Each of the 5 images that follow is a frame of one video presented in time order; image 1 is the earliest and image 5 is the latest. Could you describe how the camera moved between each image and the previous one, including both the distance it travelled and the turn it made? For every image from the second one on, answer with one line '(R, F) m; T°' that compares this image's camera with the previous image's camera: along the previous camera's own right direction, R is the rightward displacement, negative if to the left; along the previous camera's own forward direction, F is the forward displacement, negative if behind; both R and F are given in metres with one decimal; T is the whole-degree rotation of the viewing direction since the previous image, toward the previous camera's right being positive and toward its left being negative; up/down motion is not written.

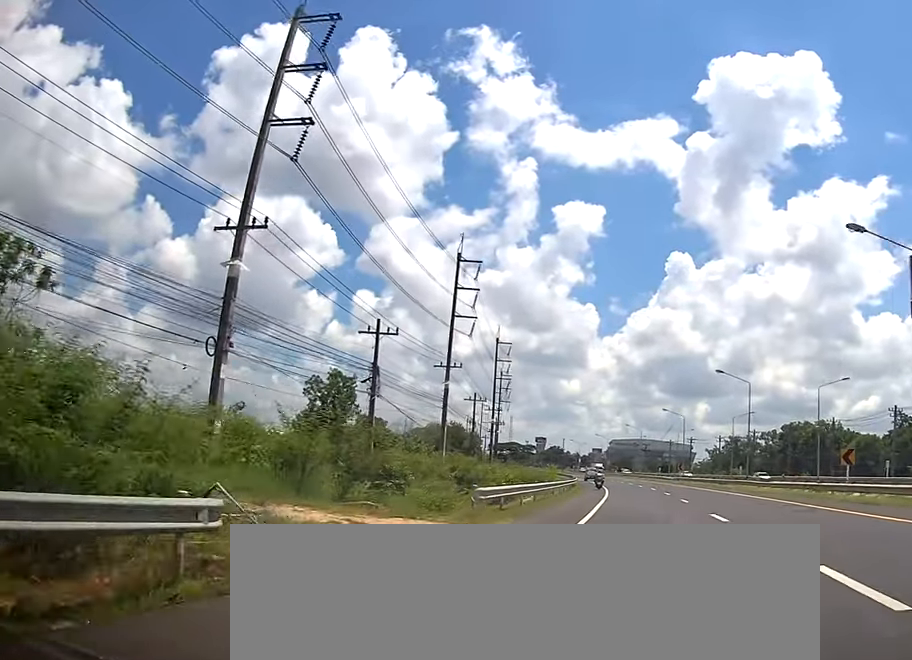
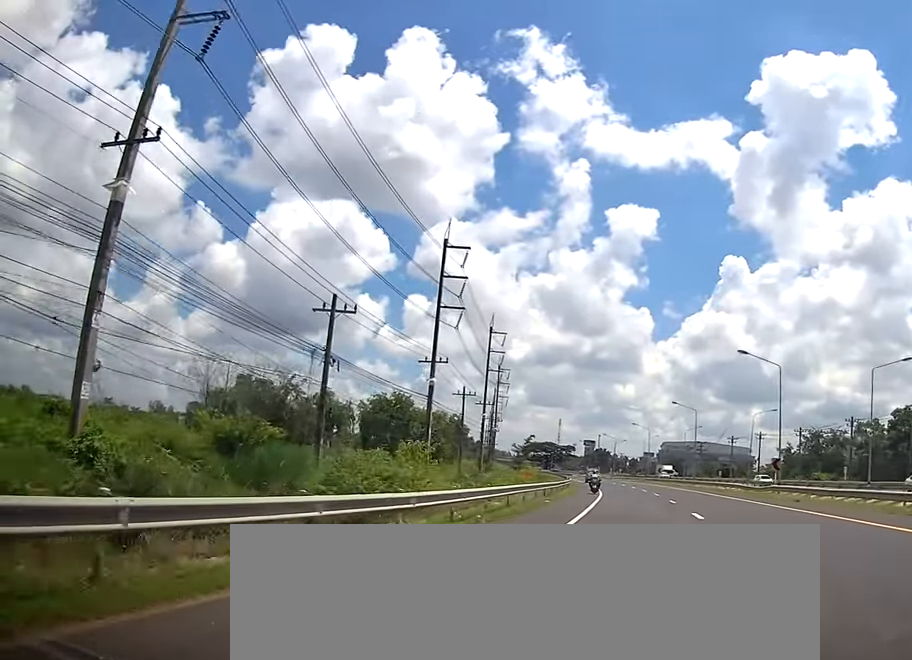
(-1.1, +45.2) m; -1°
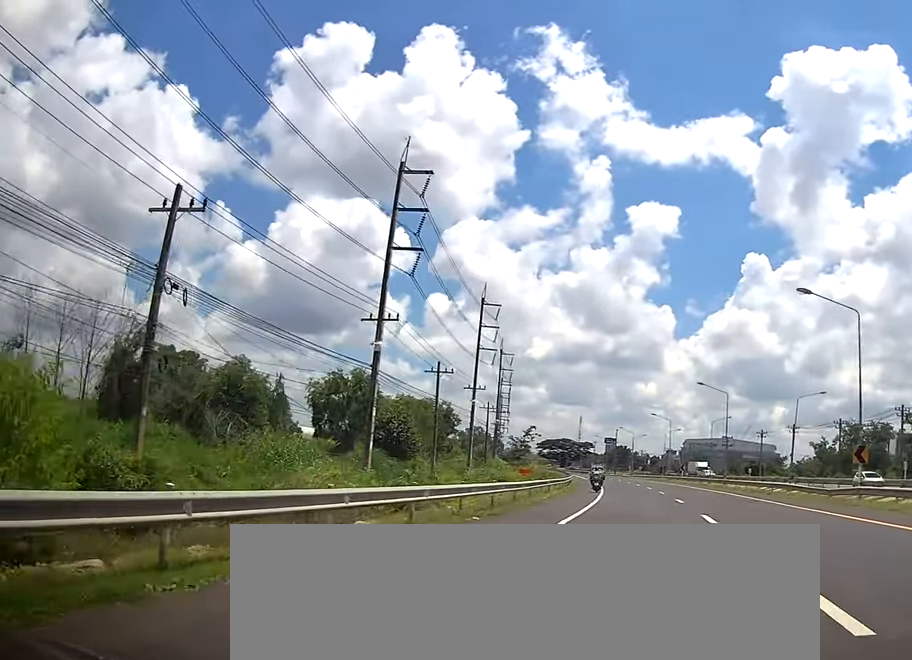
(+0.1, +15.1) m; -1°
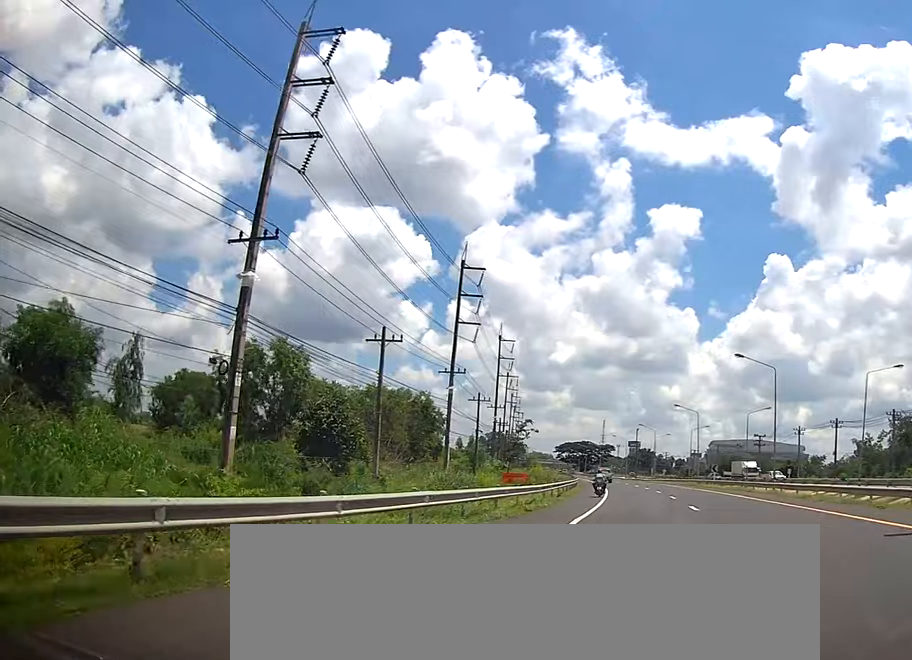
(-0.3, +16.4) m; -2°
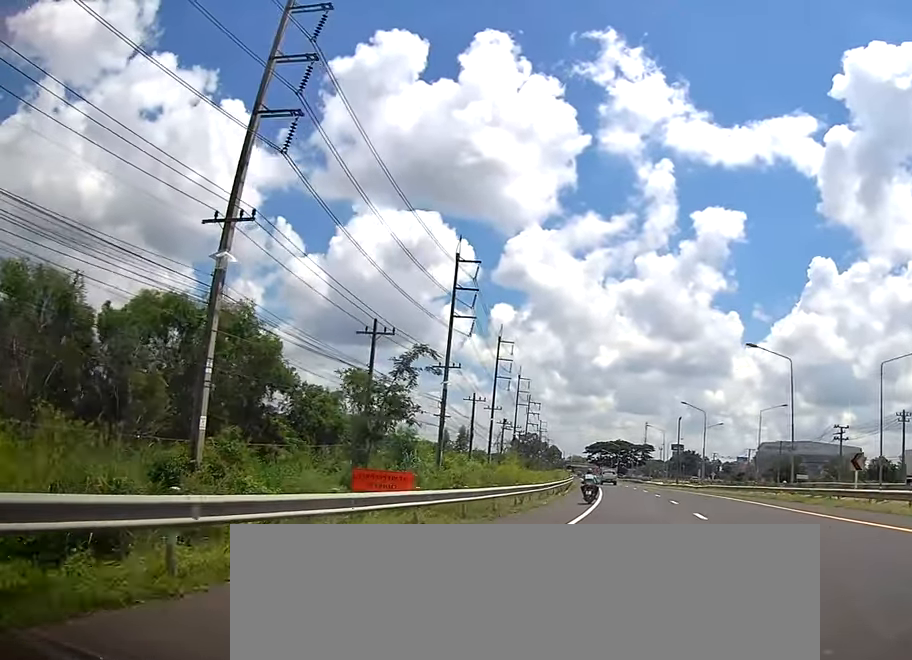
(-2.0, +39.4) m; -6°
